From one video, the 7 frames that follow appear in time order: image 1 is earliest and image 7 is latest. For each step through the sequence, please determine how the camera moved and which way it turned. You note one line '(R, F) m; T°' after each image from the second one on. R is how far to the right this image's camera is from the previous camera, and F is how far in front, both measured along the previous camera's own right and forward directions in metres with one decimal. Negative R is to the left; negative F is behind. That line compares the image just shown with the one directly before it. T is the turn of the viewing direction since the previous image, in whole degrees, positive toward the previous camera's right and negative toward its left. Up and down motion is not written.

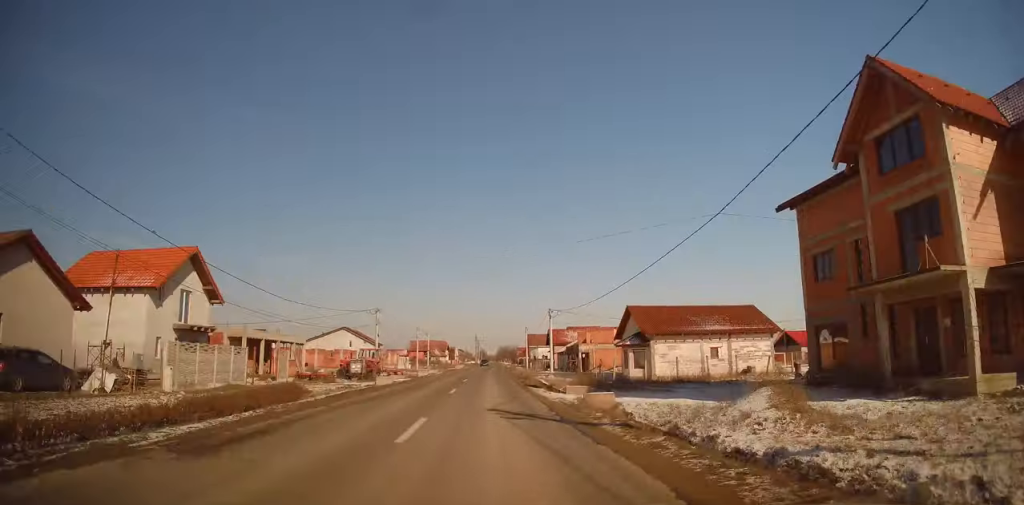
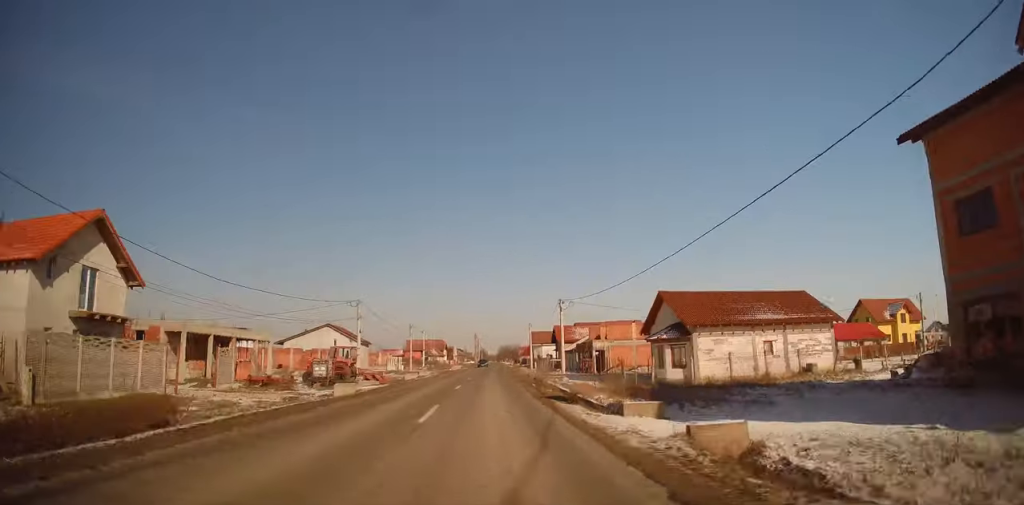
(0.0, +9.3) m; 0°
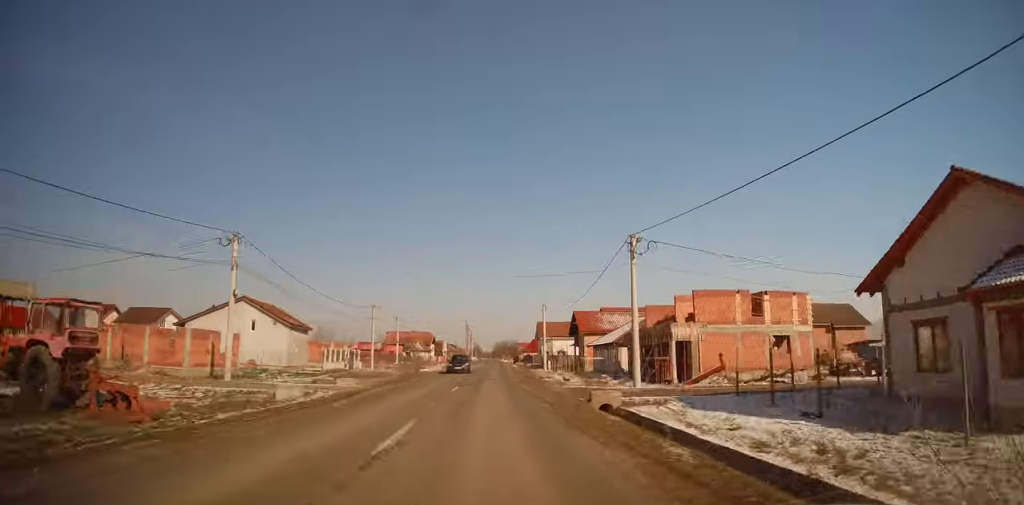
(+0.2, +27.5) m; 0°
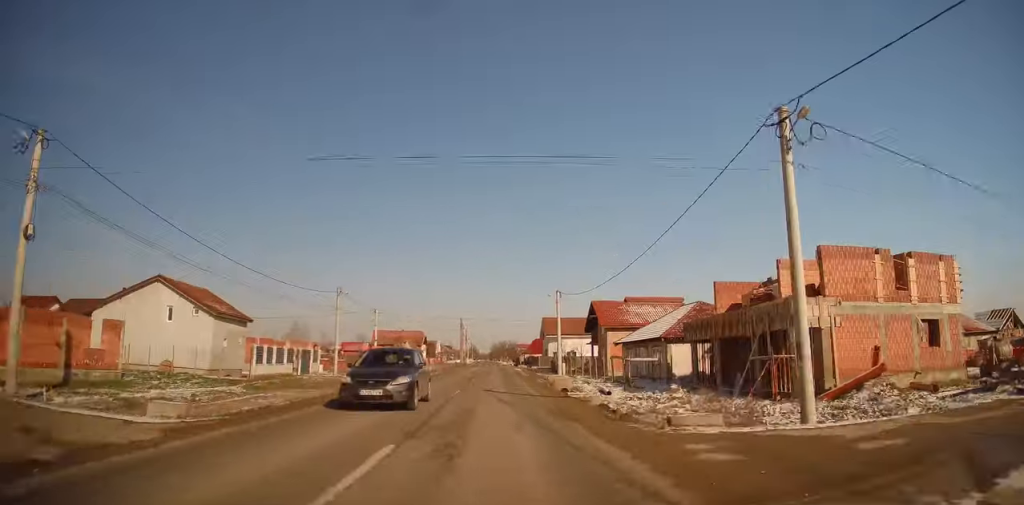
(0.0, +14.3) m; 0°
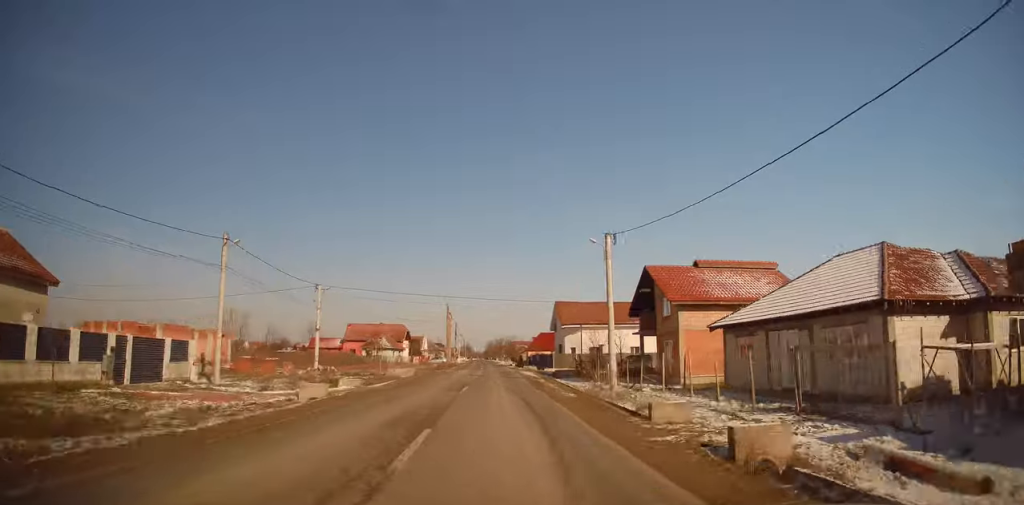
(-0.2, +21.8) m; +1°
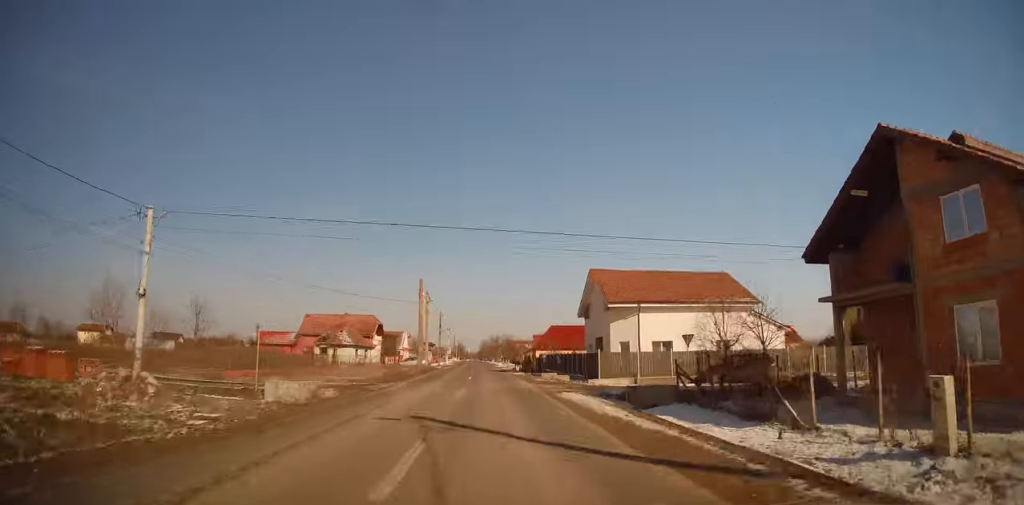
(+0.5, +24.8) m; +1°
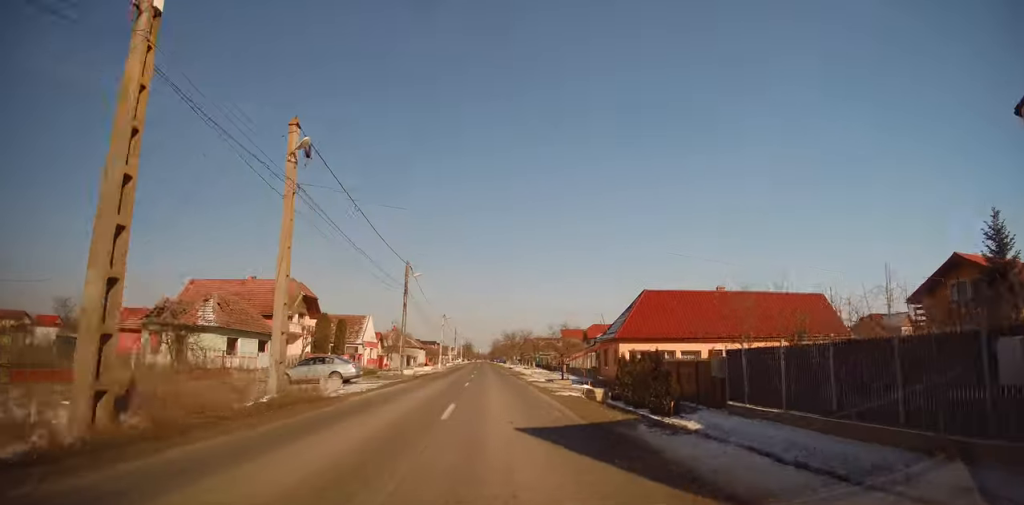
(-0.2, +41.5) m; -2°
